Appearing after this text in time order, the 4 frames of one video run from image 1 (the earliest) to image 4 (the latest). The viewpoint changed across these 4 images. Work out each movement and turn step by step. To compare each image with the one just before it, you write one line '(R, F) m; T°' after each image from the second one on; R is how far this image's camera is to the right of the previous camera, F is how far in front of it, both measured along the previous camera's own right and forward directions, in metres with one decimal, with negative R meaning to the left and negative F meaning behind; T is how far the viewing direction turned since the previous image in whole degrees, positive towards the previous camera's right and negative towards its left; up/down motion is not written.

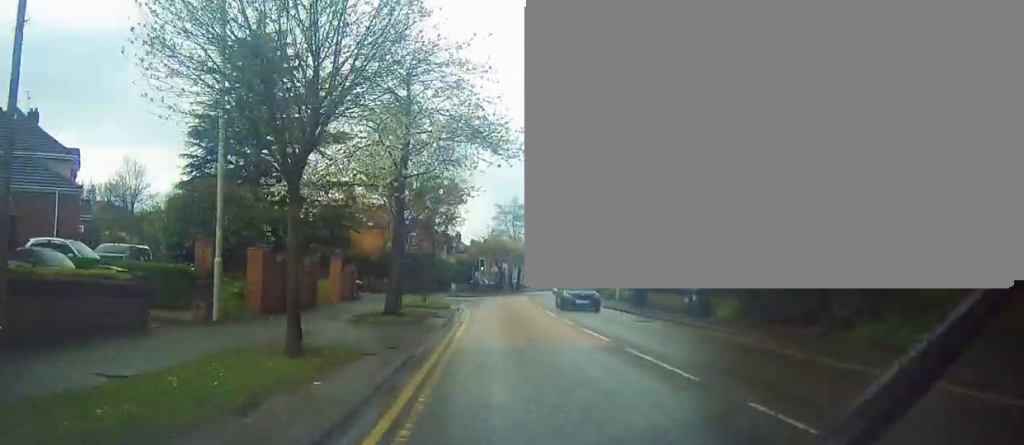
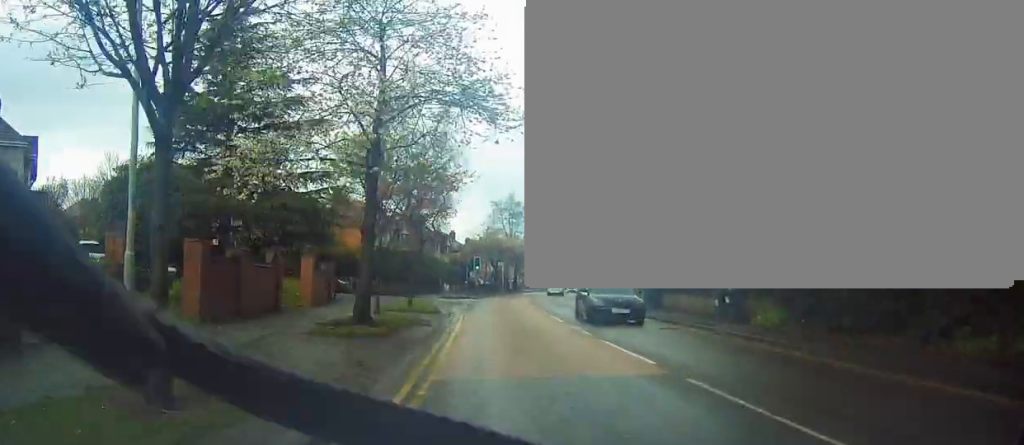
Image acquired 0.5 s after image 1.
(0.0, +4.0) m; 0°
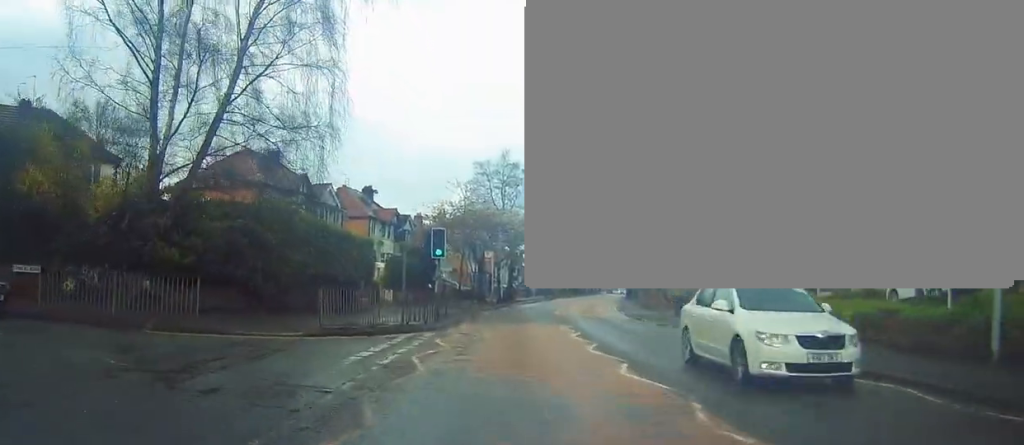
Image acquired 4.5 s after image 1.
(+0.4, +33.6) m; +2°
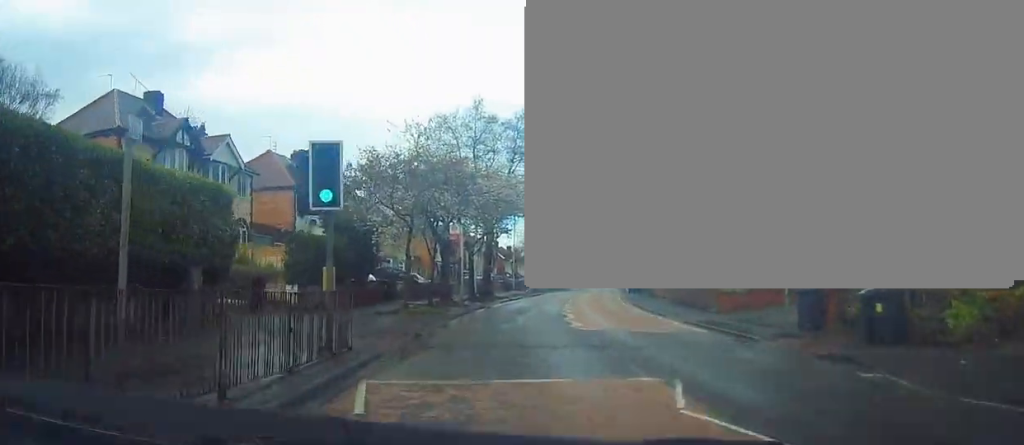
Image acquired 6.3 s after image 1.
(+0.3, +15.3) m; +3°
